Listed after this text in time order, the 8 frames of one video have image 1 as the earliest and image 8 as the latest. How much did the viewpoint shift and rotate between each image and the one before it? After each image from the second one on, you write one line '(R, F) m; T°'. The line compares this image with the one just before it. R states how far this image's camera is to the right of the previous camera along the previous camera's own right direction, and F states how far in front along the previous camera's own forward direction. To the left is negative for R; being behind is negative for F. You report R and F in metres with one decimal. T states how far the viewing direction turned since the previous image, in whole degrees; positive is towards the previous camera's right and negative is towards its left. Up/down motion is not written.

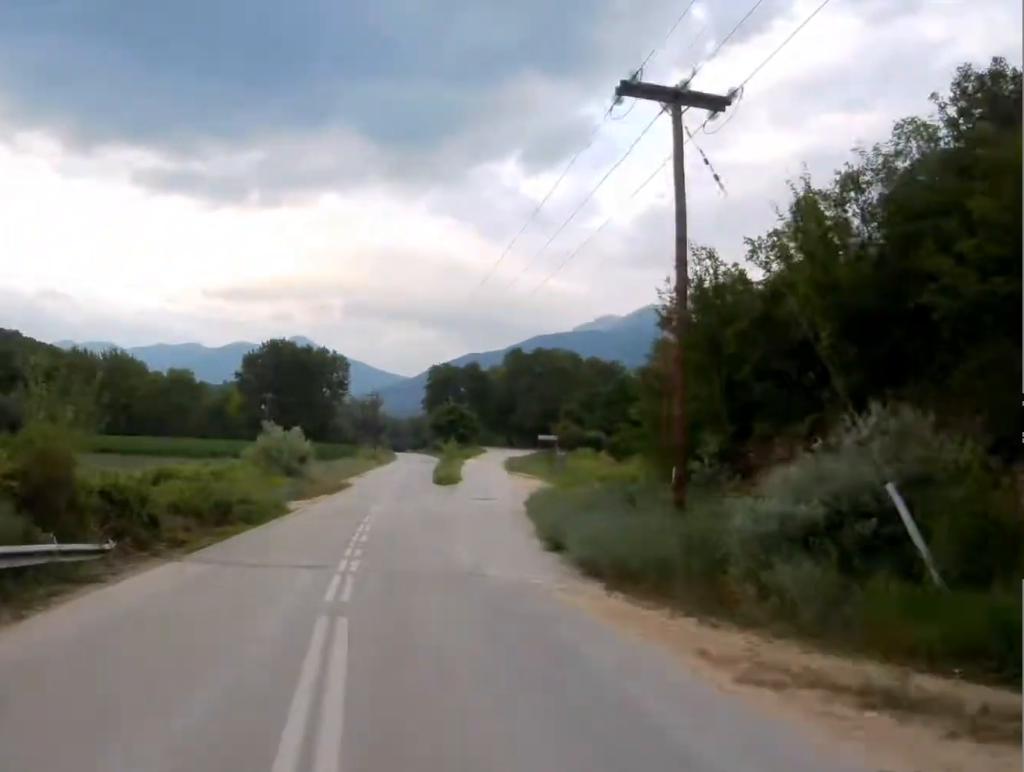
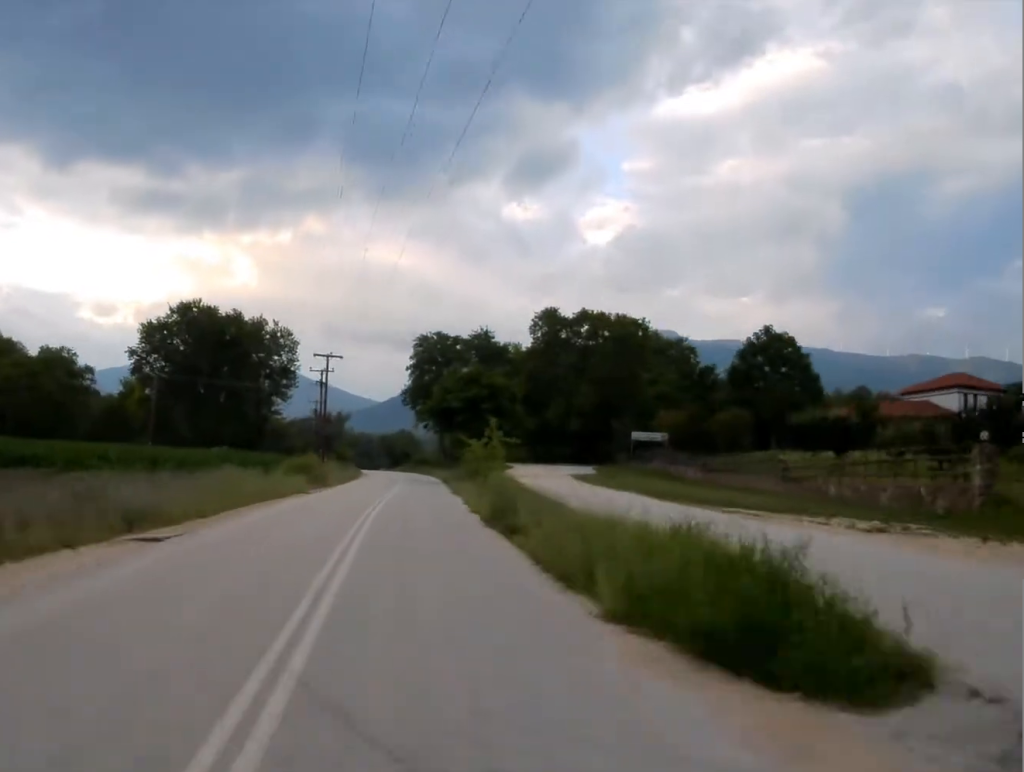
(-1.0, +62.1) m; 0°
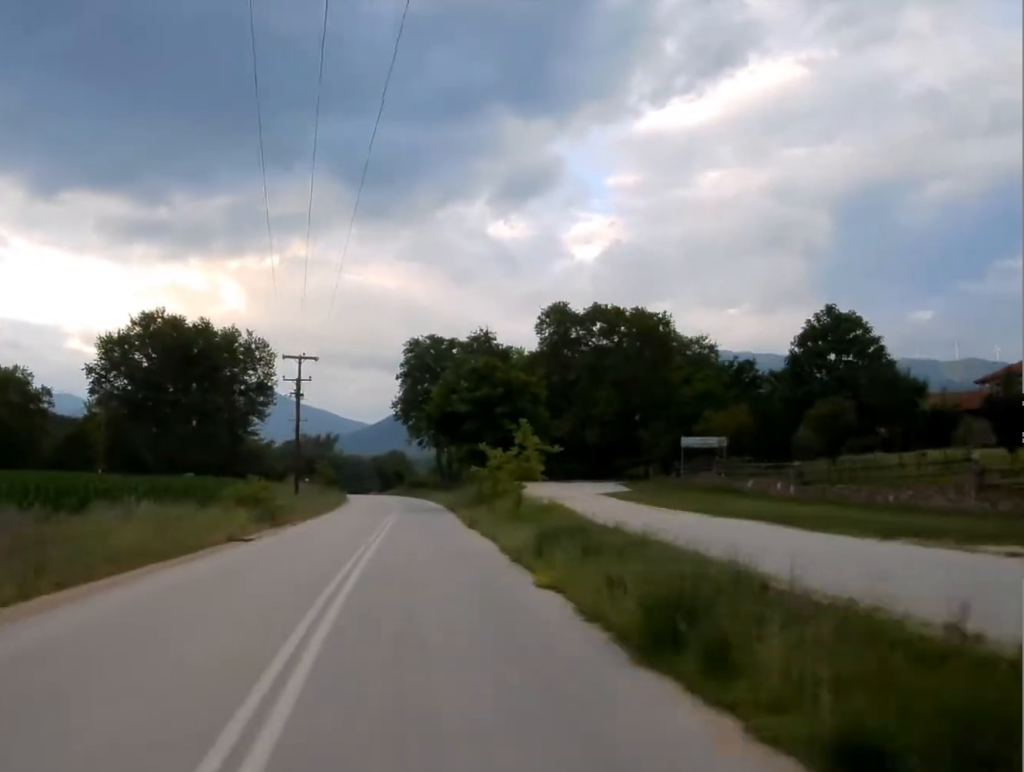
(+0.1, +14.1) m; +1°
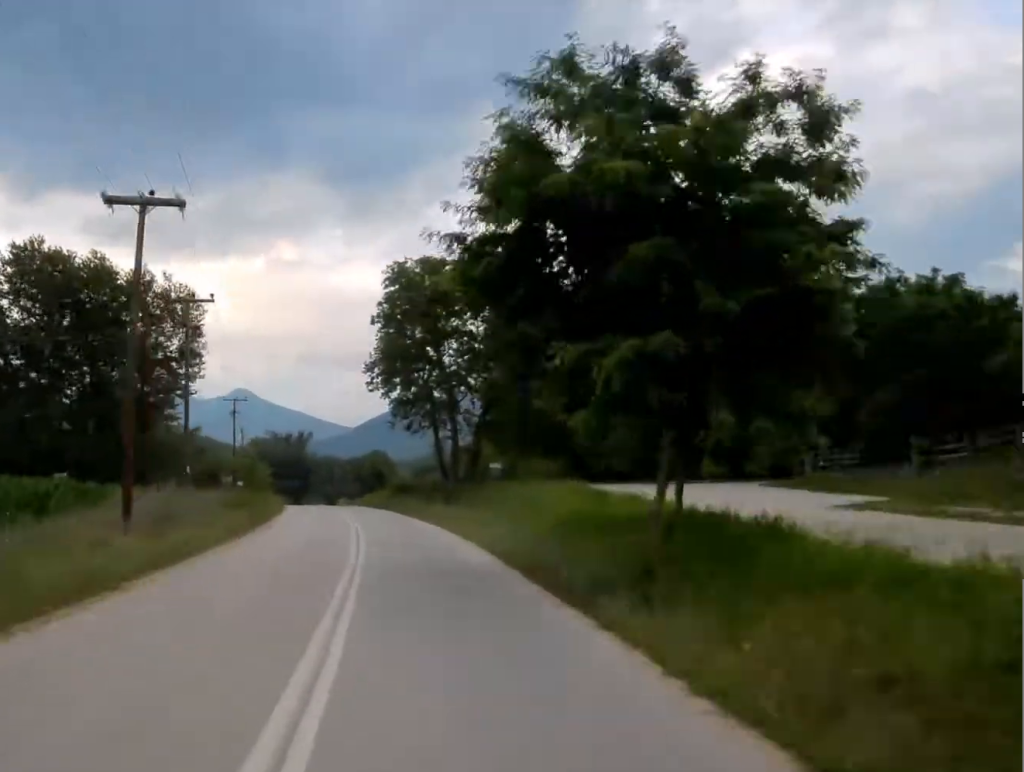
(+0.6, +36.8) m; +1°
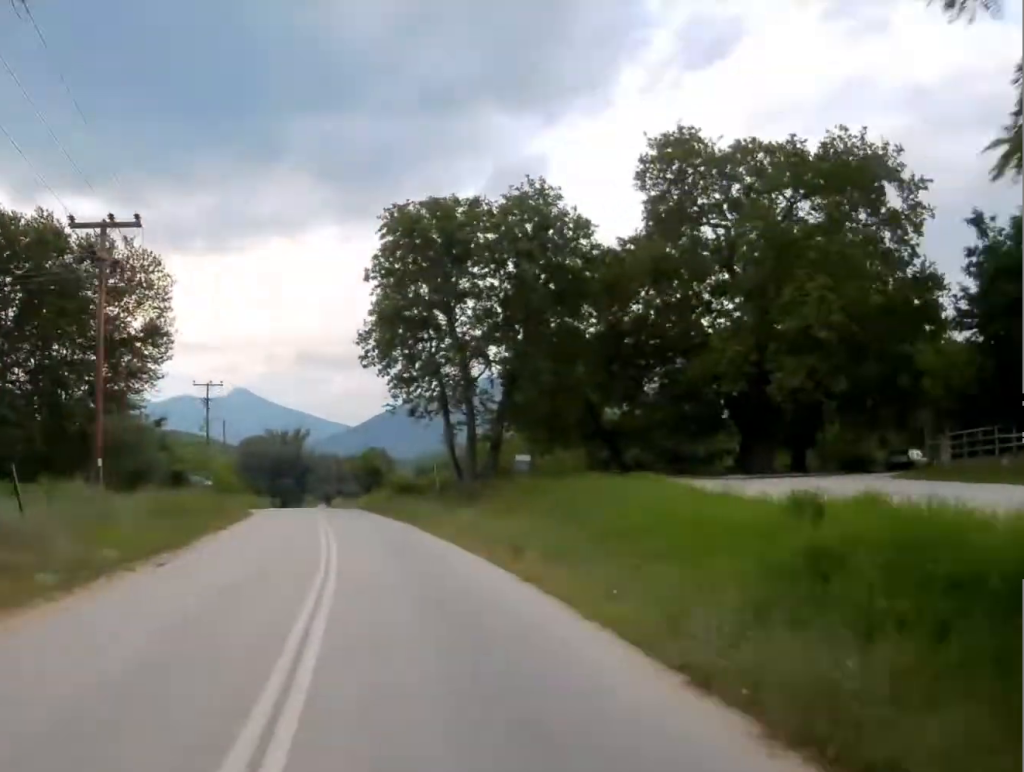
(0.0, +13.7) m; 0°
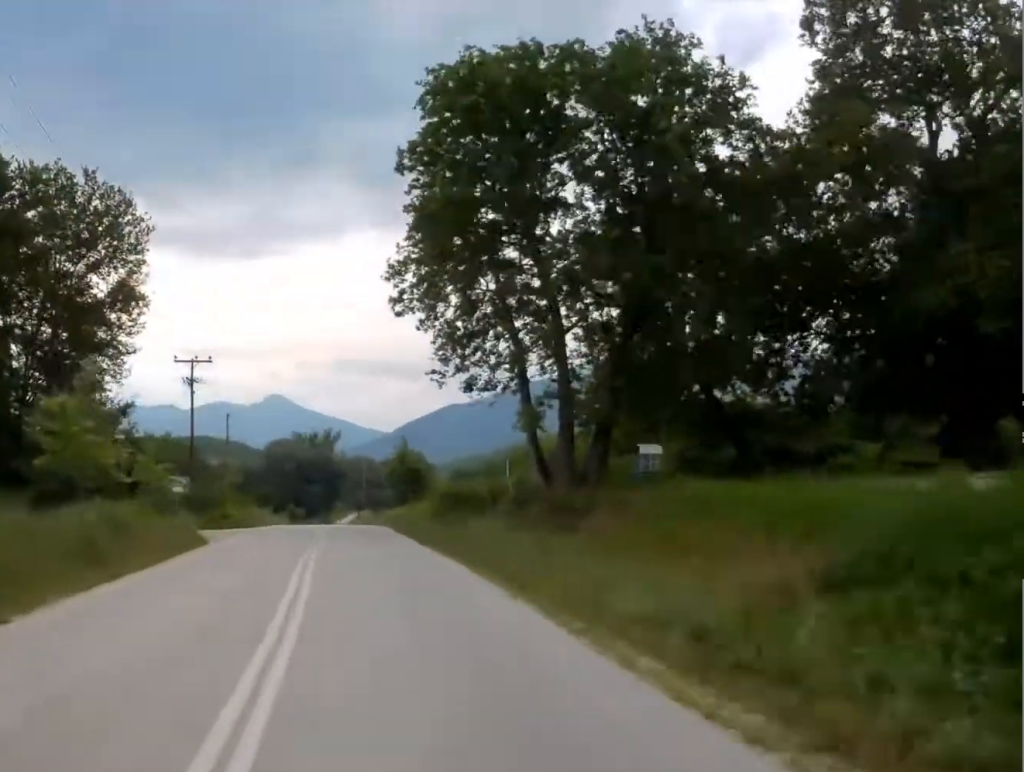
(+0.1, +19.0) m; -1°
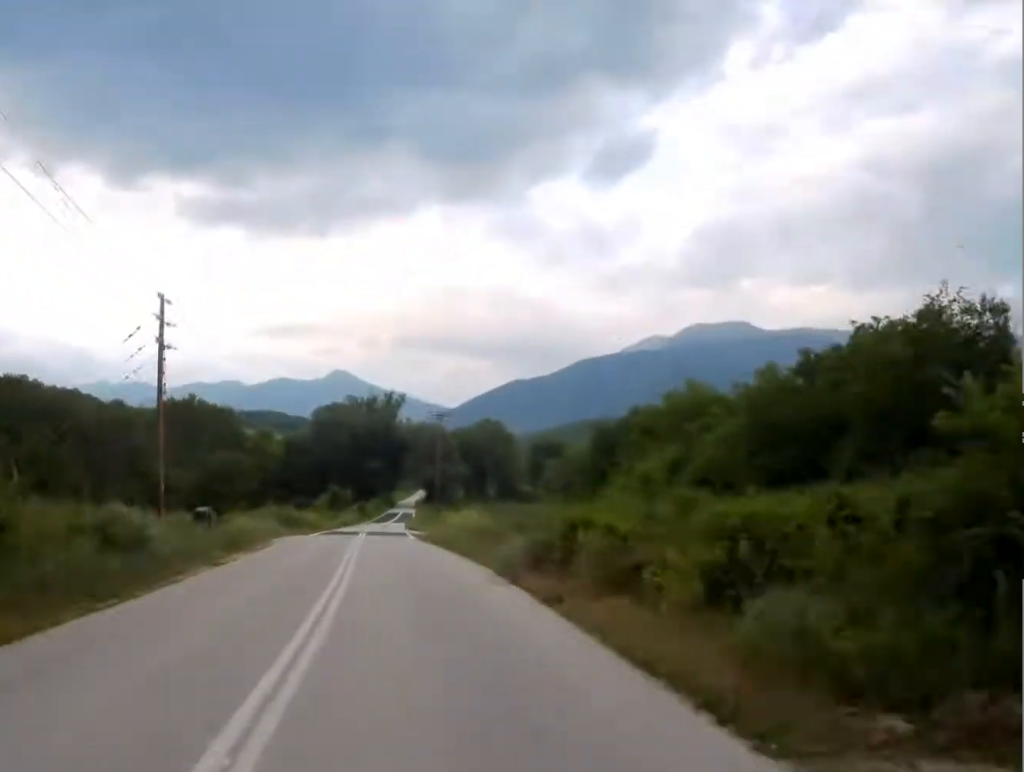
(-1.2, +46.2) m; -2°
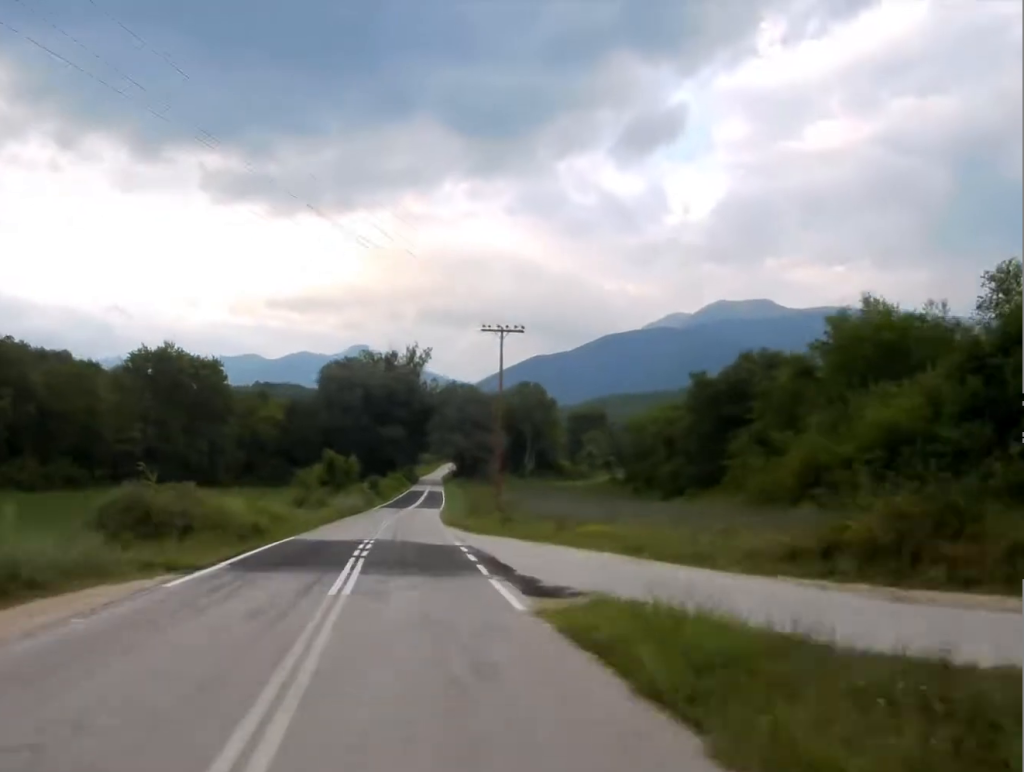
(0.0, +37.0) m; -1°
